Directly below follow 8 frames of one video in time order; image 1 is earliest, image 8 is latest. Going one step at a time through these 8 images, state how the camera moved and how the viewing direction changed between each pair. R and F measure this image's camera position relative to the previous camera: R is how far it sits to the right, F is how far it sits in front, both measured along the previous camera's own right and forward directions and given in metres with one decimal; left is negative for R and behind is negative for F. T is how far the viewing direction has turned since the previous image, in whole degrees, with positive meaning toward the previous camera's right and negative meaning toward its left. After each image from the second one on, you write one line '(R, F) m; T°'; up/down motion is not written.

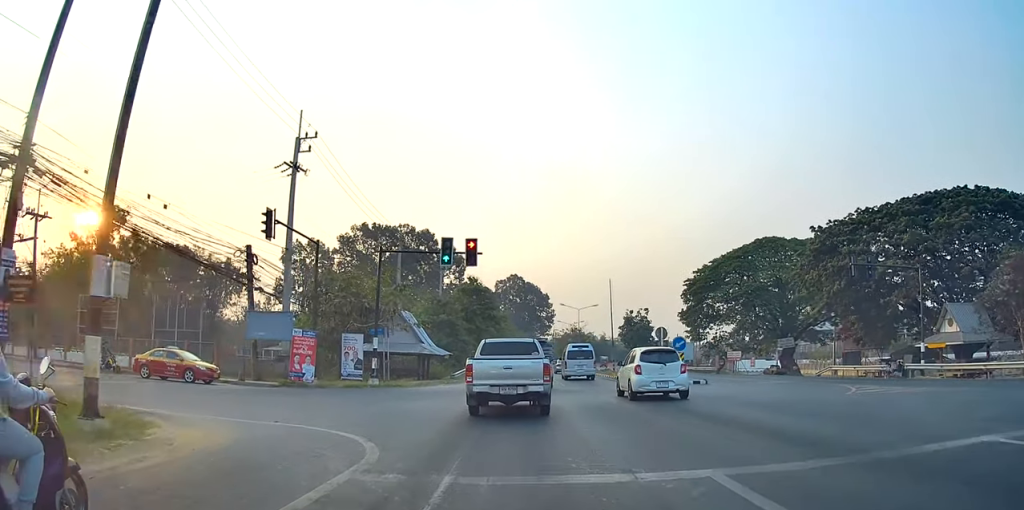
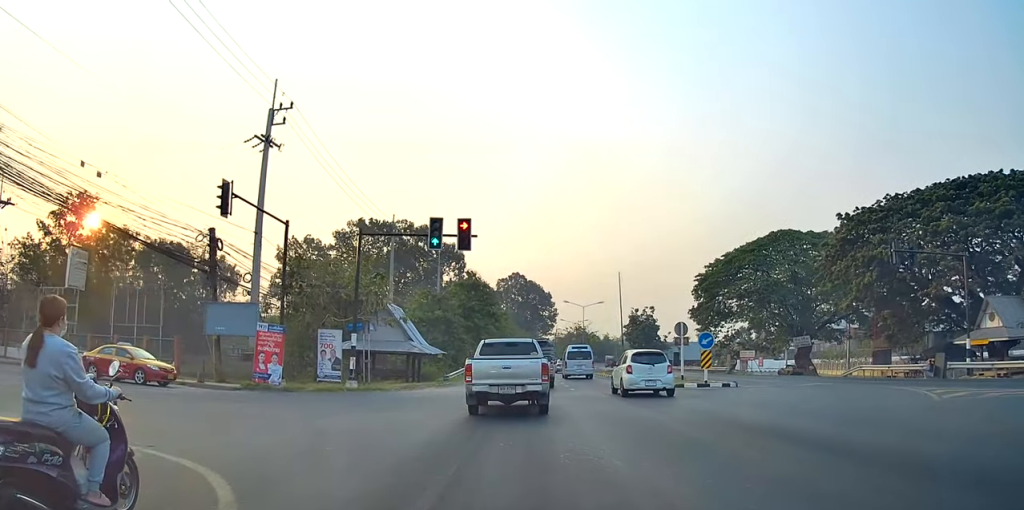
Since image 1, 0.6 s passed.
(-0.2, +4.3) m; -2°
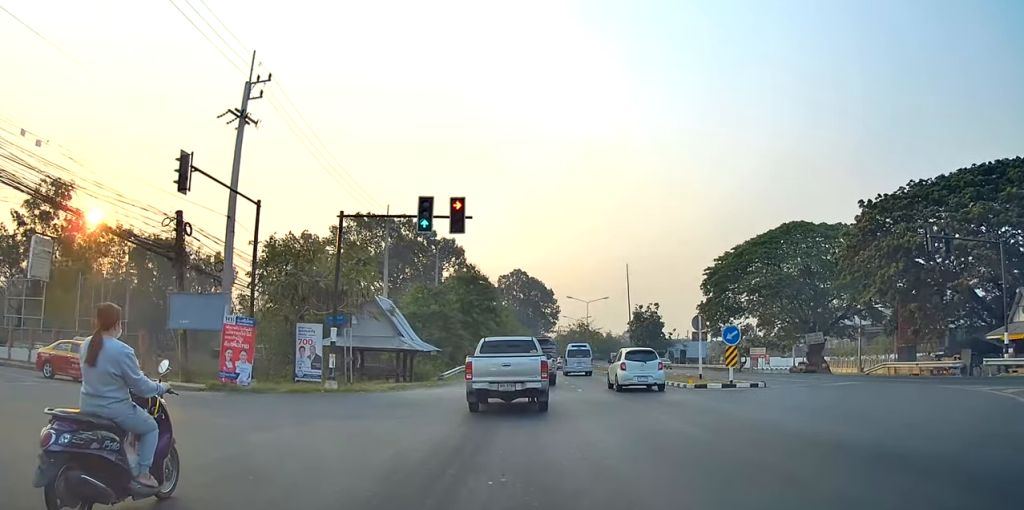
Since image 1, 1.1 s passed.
(0.0, +3.2) m; +2°
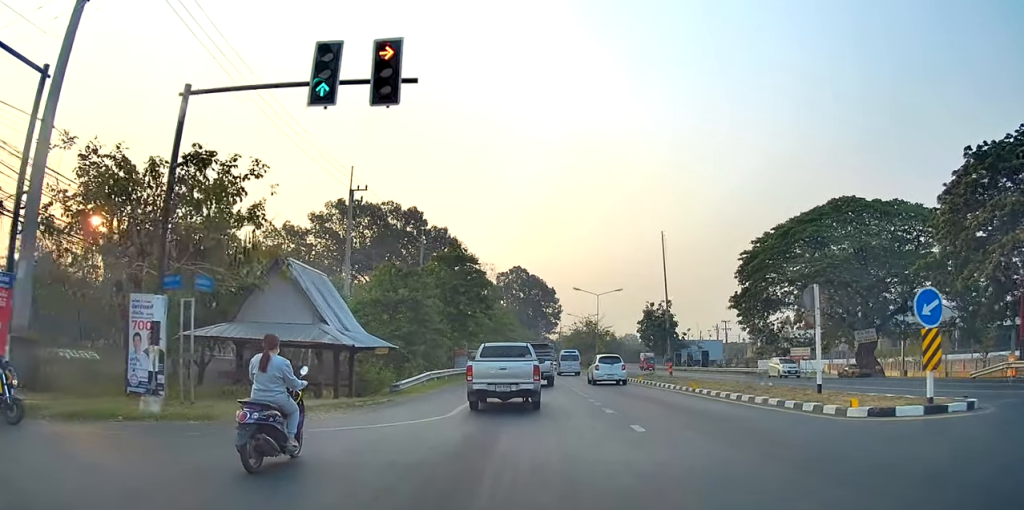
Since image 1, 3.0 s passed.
(+0.7, +12.6) m; +1°
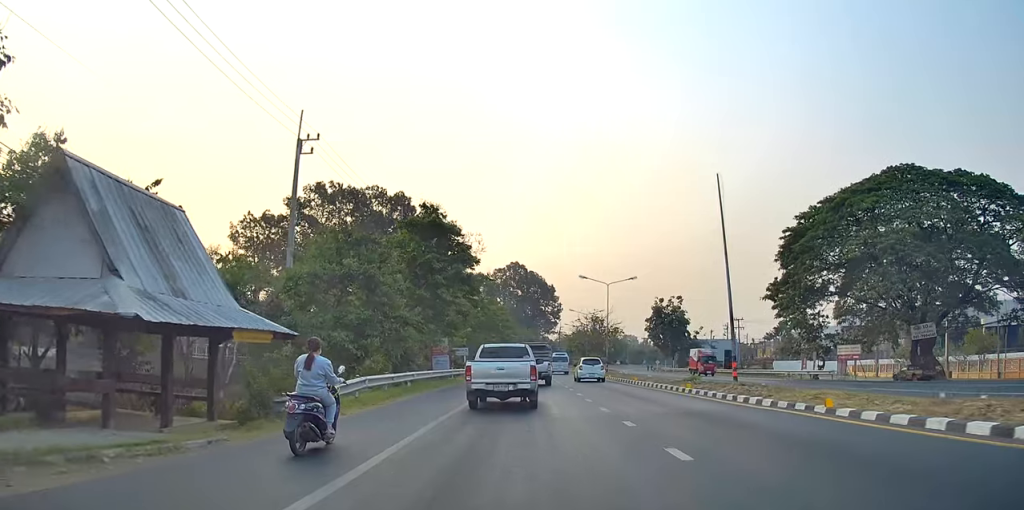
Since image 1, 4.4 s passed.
(-0.3, +10.2) m; 0°
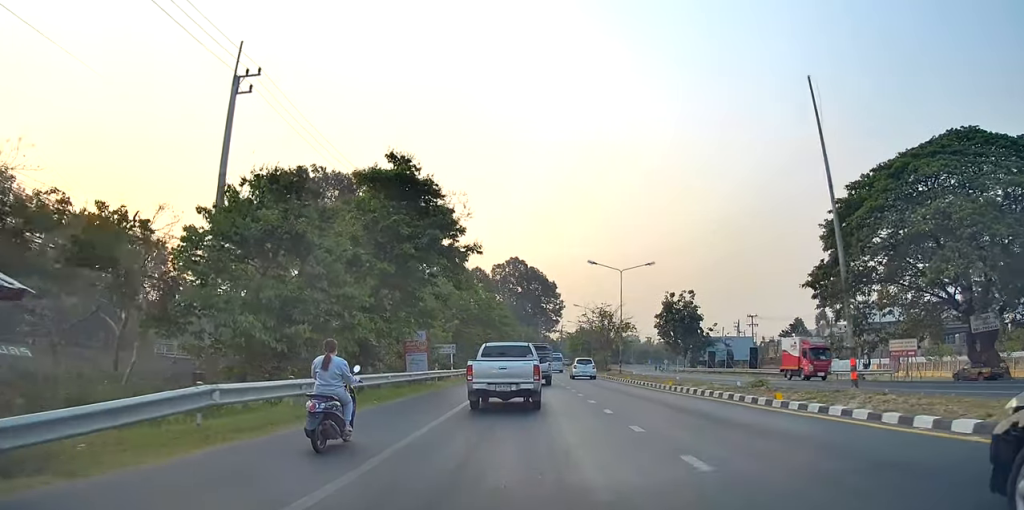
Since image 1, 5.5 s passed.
(+0.2, +8.3) m; +2°
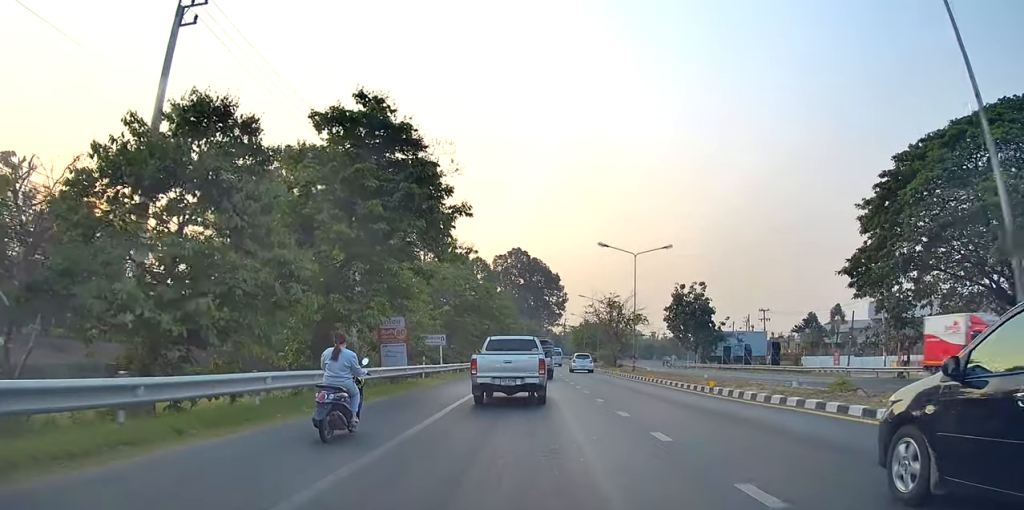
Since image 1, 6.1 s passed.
(0.0, +5.6) m; 0°
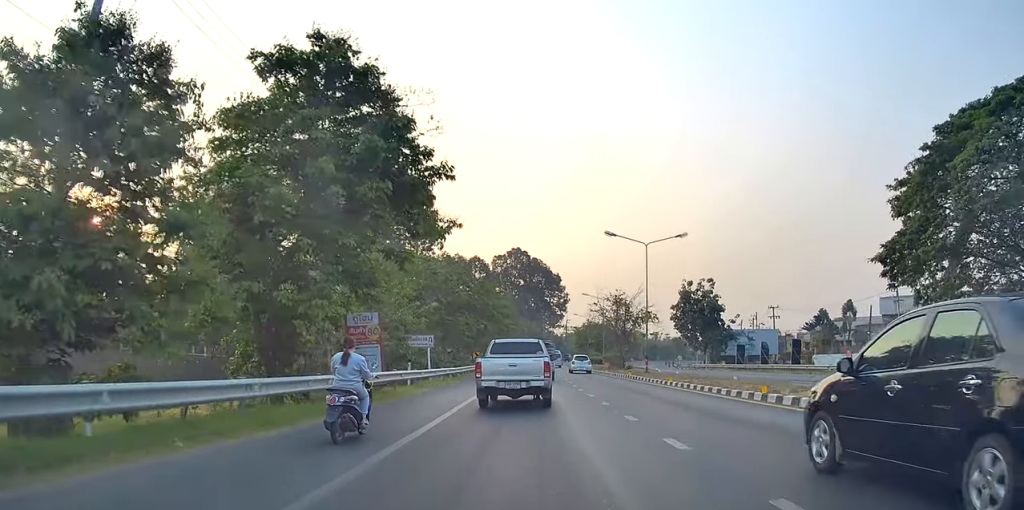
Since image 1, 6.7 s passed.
(0.0, +4.7) m; -1°
